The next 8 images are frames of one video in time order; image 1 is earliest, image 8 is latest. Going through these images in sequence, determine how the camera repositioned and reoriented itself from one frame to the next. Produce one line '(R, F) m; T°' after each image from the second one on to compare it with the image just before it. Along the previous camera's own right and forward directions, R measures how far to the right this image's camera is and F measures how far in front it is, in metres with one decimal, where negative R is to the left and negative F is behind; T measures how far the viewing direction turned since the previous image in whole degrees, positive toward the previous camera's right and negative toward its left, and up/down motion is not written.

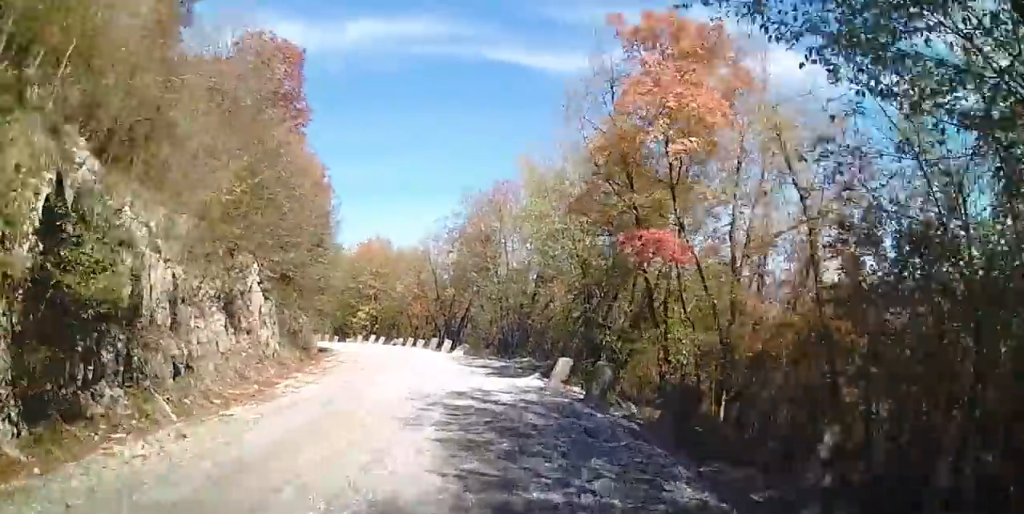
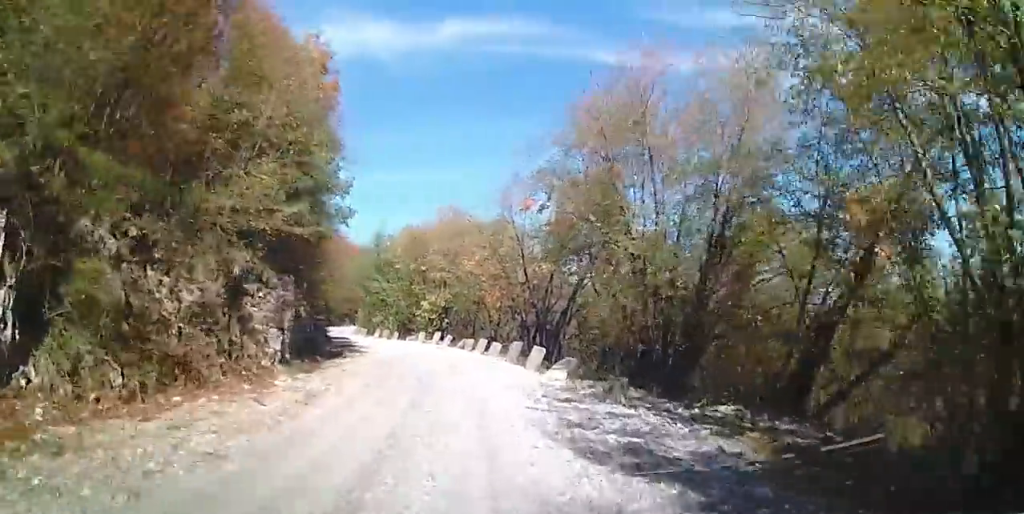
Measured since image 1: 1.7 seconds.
(-1.0, +13.0) m; -12°
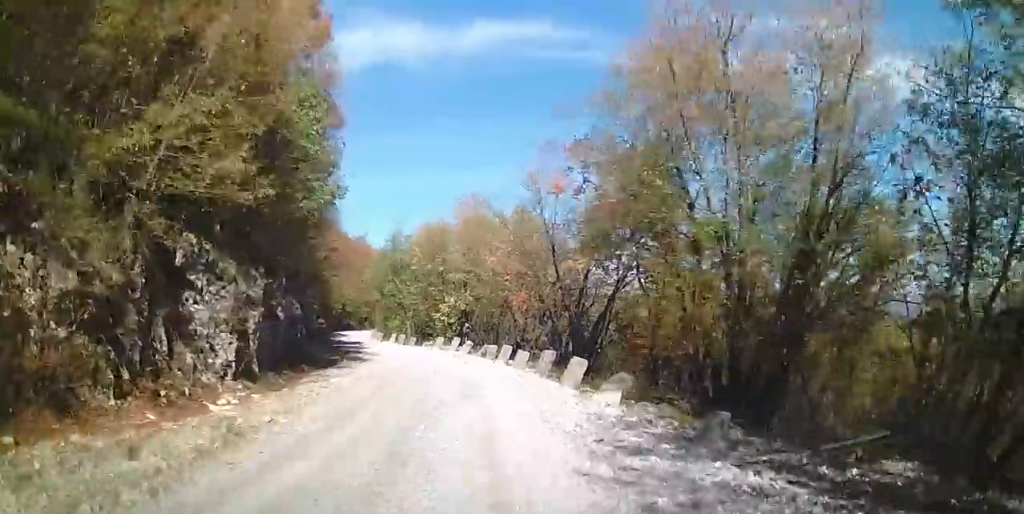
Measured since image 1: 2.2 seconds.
(-0.3, +3.5) m; -4°
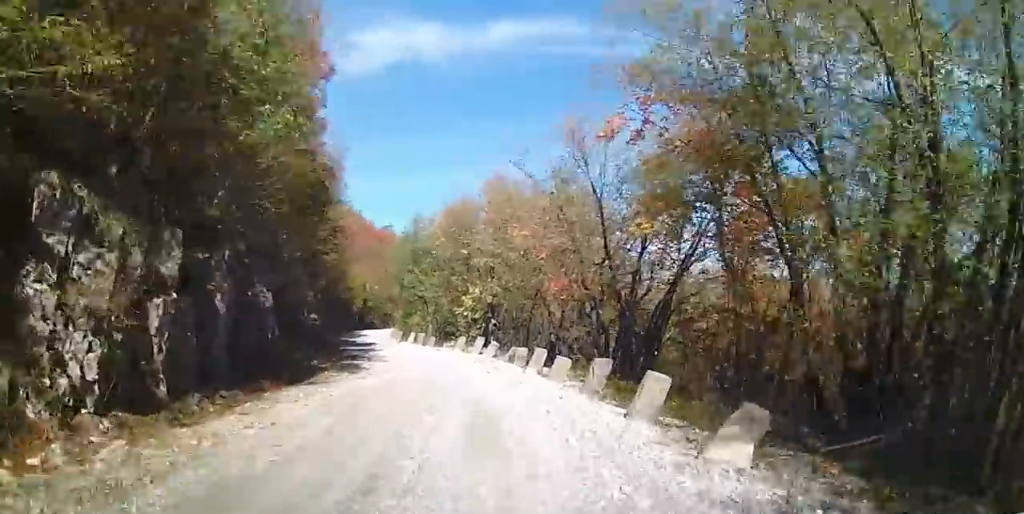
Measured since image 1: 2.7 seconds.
(-0.1, +4.4) m; -1°
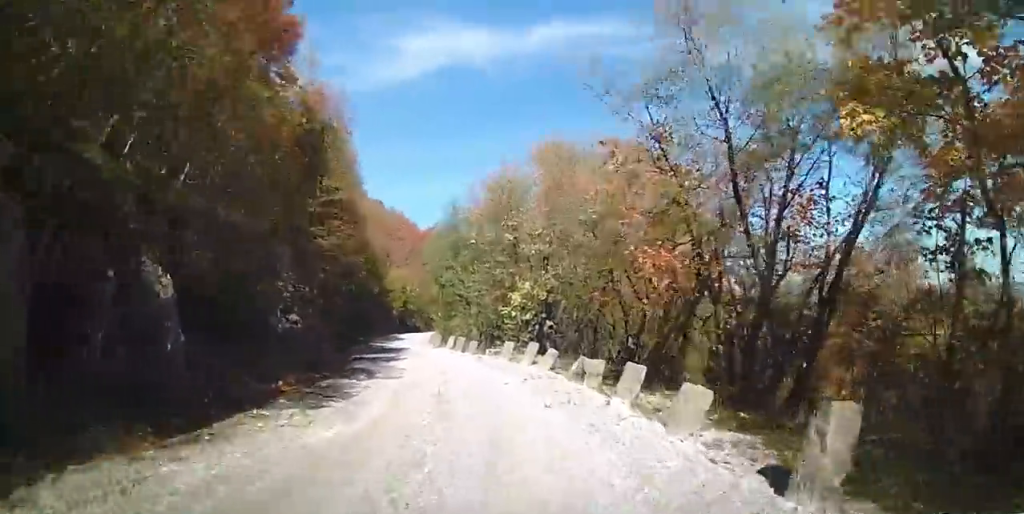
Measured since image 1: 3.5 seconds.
(0.0, +6.4) m; -1°
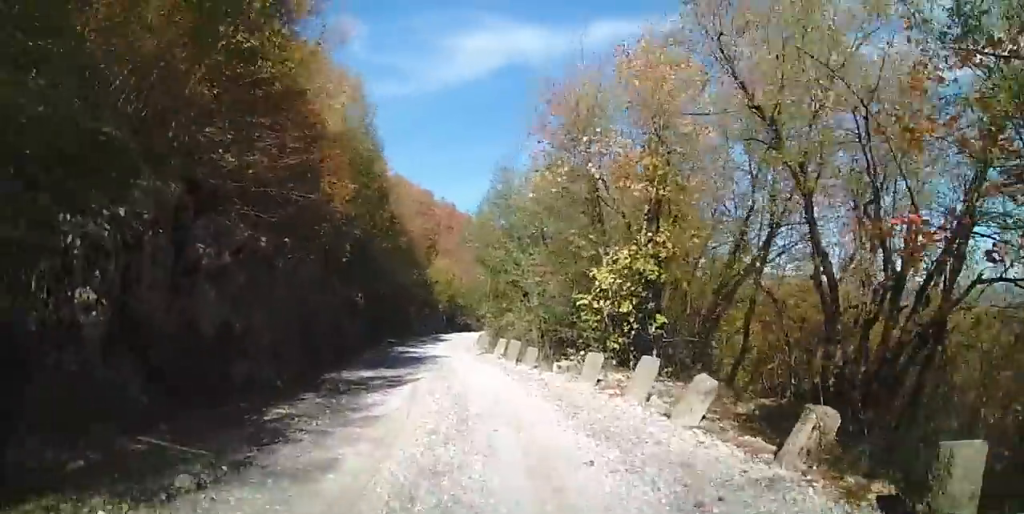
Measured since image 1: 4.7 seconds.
(-0.3, +9.6) m; -5°
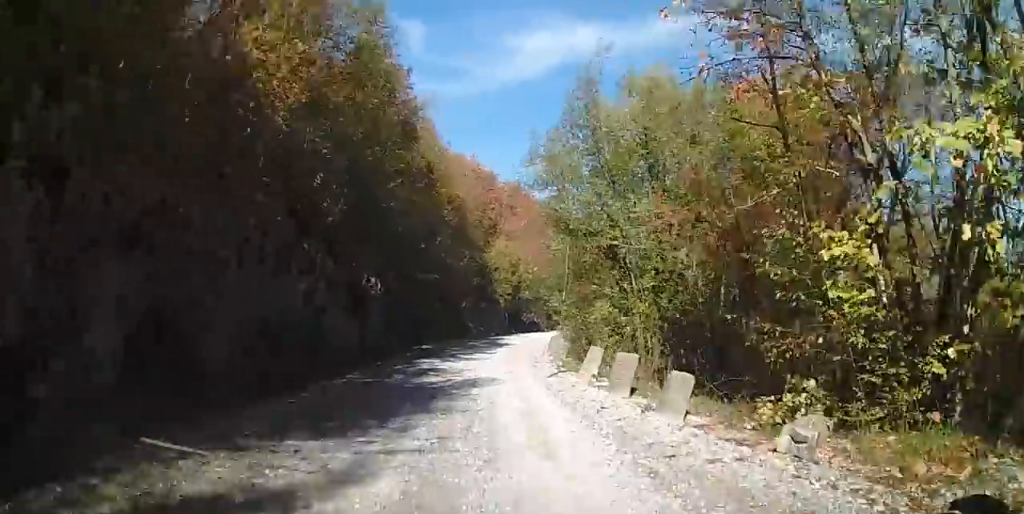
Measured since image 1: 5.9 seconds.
(-0.5, +10.7) m; -8°
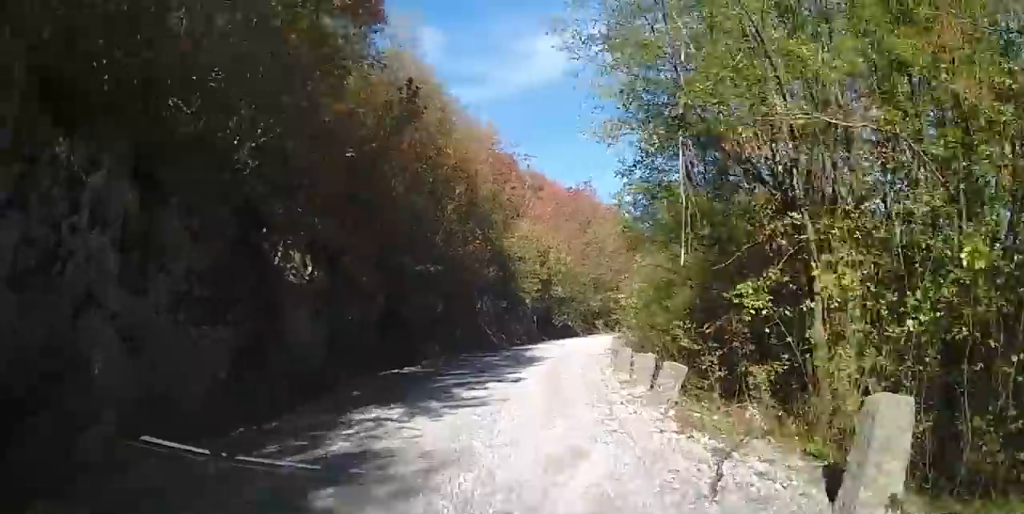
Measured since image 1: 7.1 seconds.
(-1.0, +9.7) m; -5°
